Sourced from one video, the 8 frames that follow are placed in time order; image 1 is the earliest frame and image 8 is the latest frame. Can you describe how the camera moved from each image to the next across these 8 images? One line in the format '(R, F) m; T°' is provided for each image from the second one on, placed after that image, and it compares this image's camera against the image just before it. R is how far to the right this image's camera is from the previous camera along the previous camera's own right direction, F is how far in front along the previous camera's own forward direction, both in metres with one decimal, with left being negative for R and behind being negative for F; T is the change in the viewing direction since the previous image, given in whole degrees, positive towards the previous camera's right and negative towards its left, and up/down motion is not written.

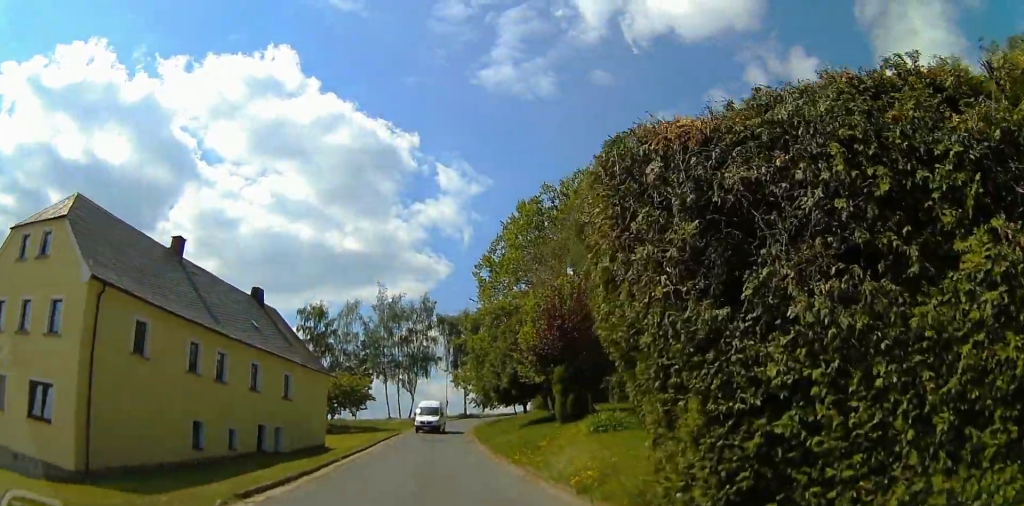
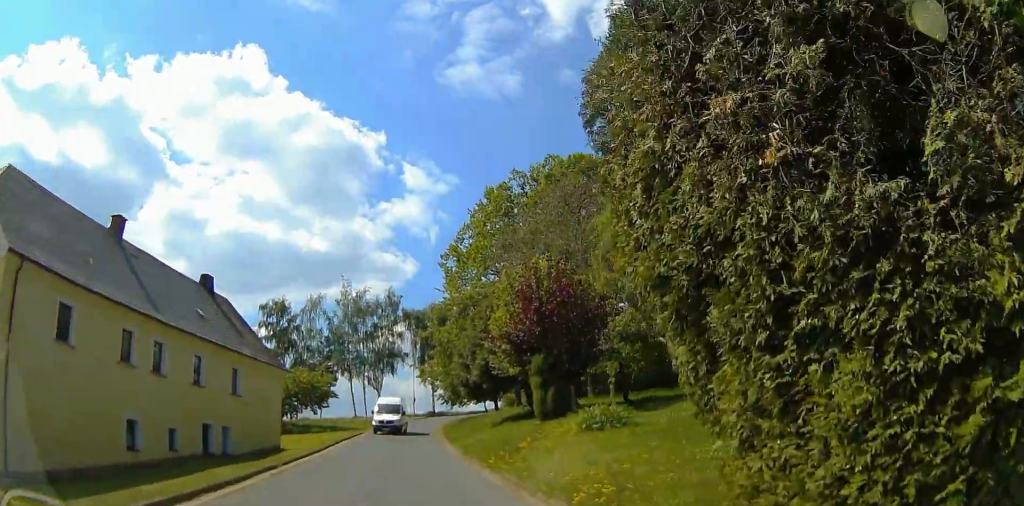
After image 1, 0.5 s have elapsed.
(+0.5, +3.0) m; 0°
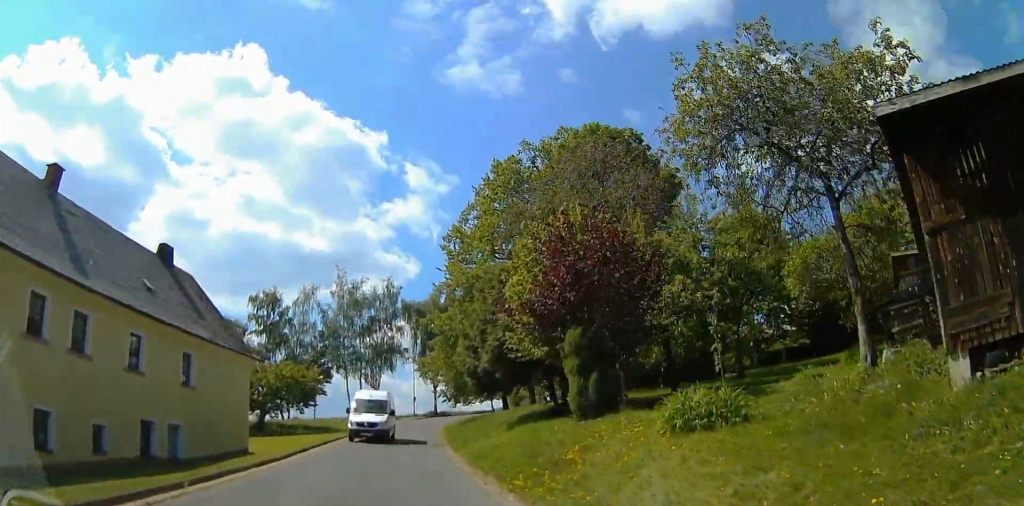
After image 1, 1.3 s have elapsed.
(+0.2, +5.4) m; -2°
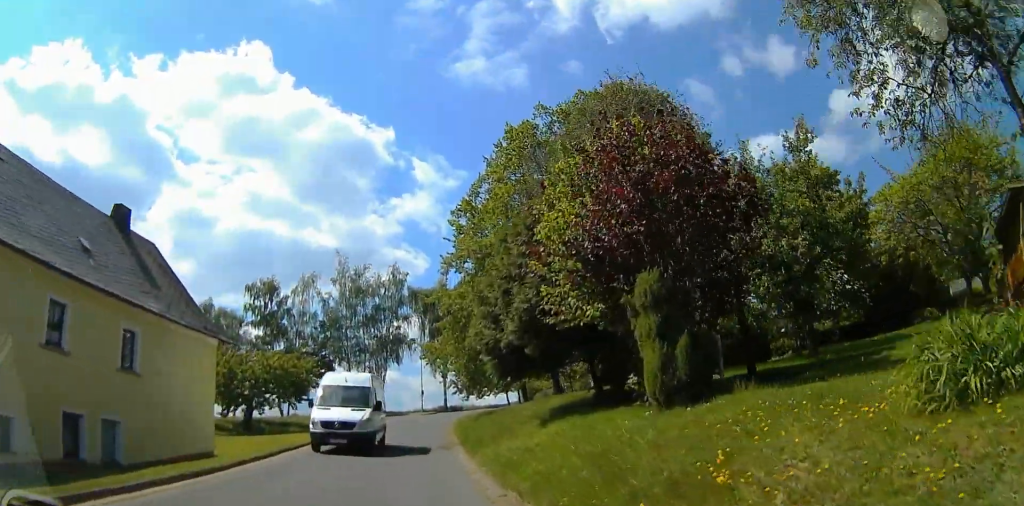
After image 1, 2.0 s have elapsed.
(-0.4, +5.2) m; -4°
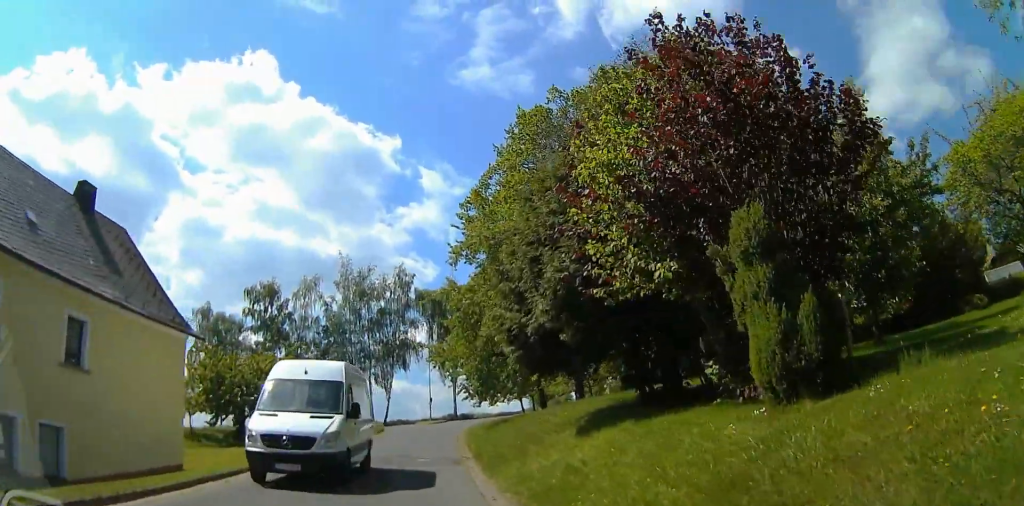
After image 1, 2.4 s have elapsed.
(0.0, +4.0) m; +5°
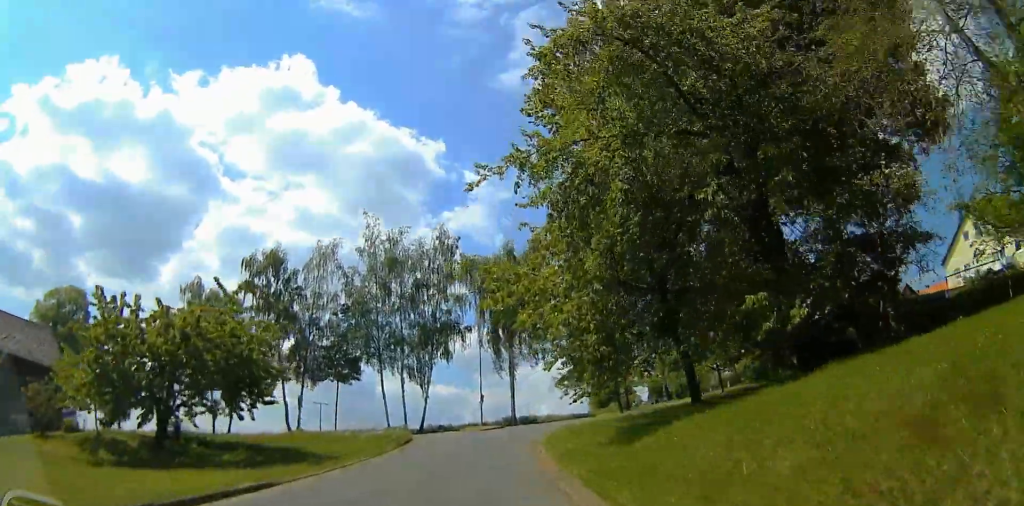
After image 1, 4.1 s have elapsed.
(+1.8, +14.0) m; -1°
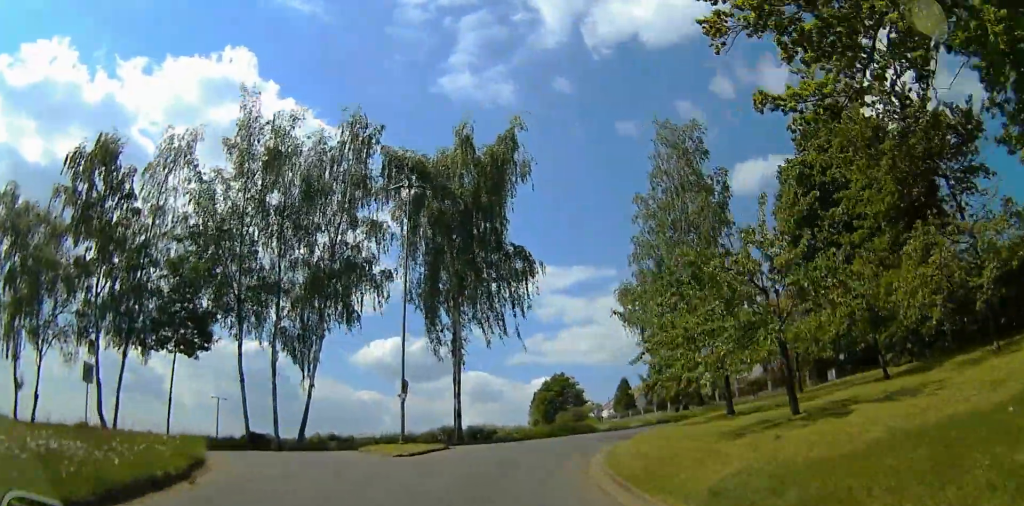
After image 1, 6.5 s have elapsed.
(-1.1, +23.1) m; +7°
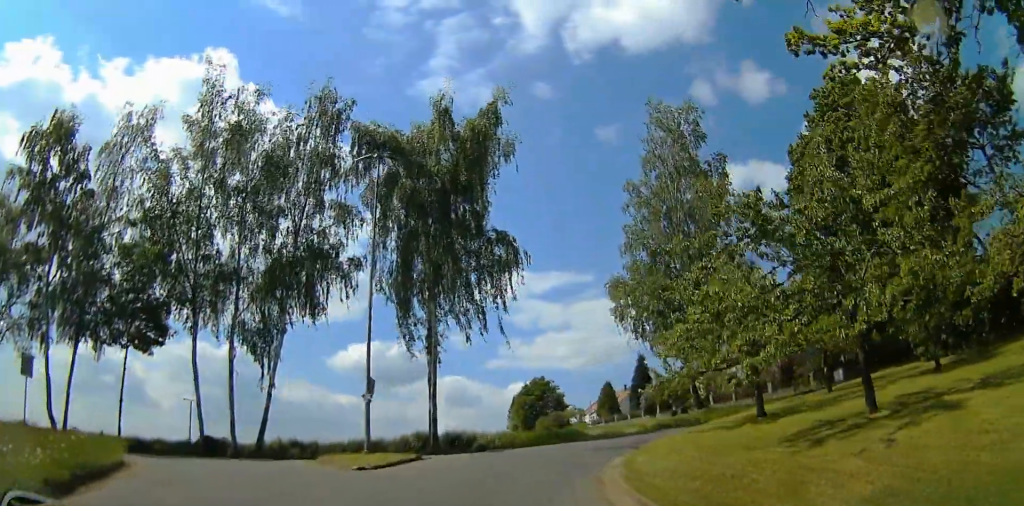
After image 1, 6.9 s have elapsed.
(0.0, +3.6) m; +2°
